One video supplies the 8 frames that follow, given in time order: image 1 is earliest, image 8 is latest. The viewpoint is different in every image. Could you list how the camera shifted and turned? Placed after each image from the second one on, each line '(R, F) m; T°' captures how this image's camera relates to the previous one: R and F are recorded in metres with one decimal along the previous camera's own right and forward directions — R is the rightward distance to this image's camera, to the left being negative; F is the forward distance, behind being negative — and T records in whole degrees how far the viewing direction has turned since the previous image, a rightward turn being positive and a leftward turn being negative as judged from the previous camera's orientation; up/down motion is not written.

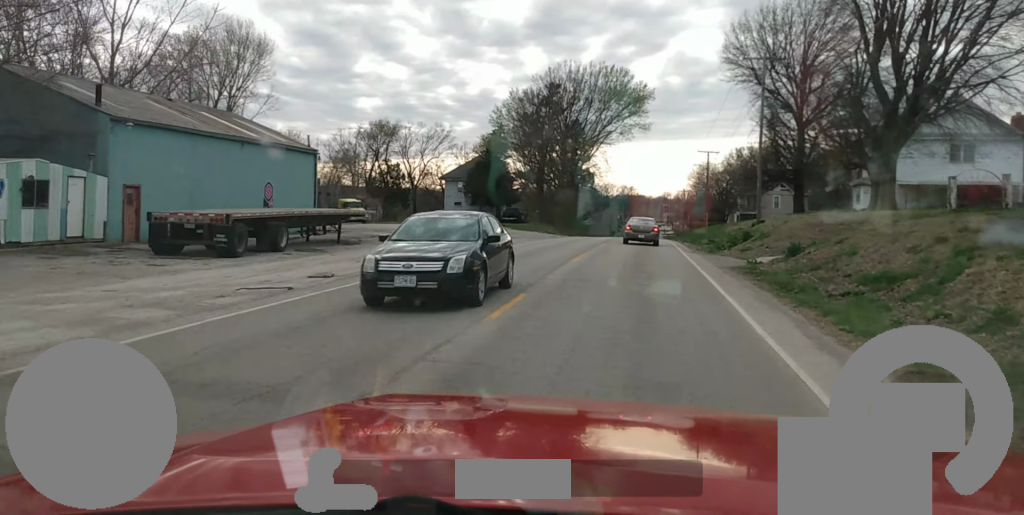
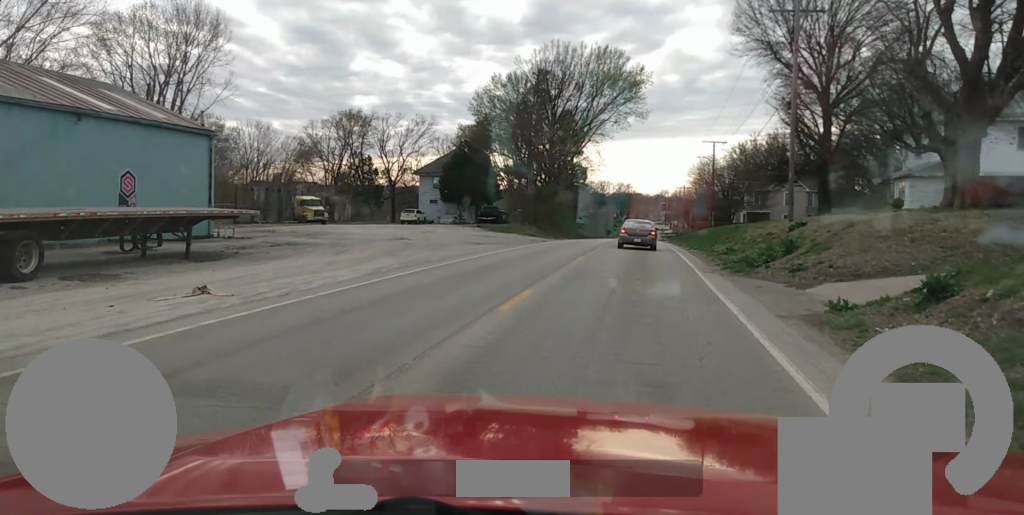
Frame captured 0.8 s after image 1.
(0.0, +10.8) m; 0°
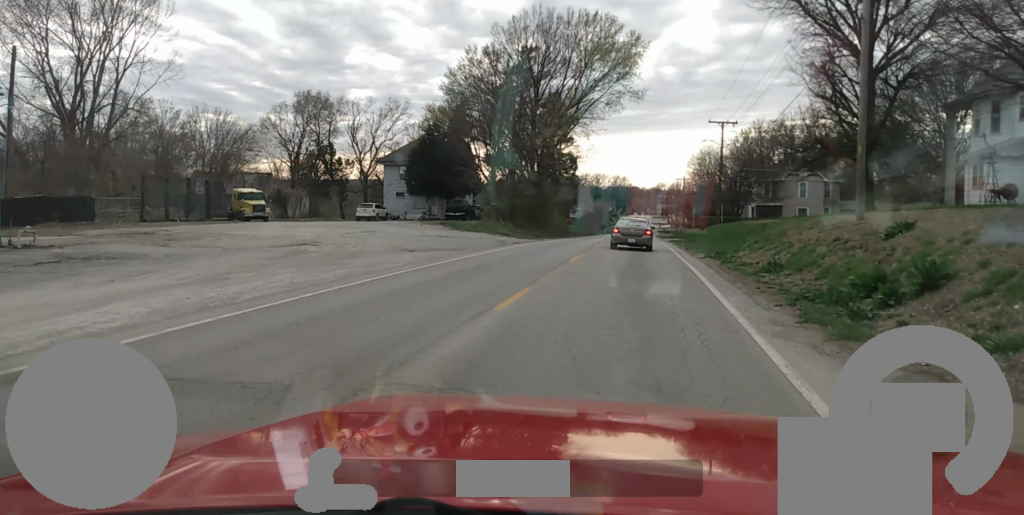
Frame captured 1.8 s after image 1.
(0.0, +12.3) m; 0°
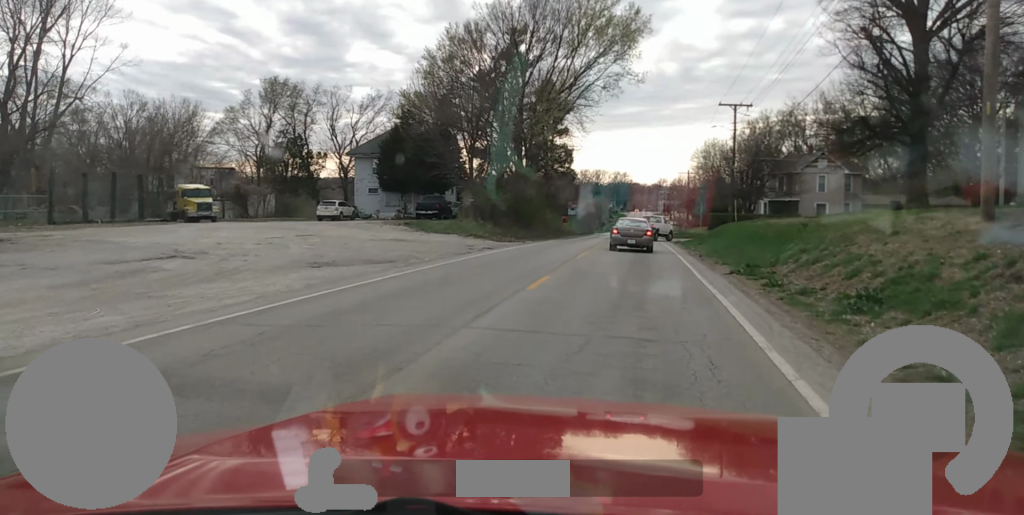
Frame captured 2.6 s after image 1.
(0.0, +10.2) m; 0°
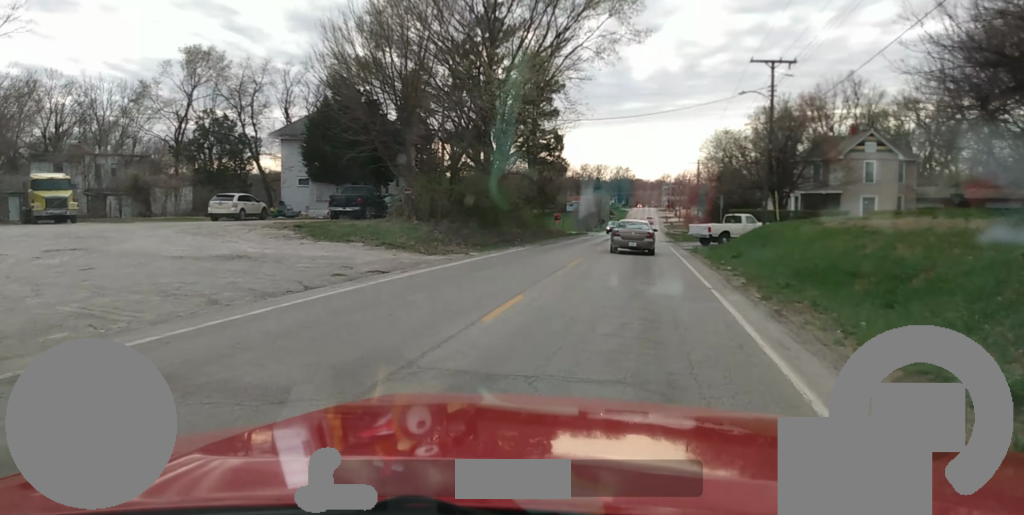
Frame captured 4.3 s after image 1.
(0.0, +19.0) m; 0°
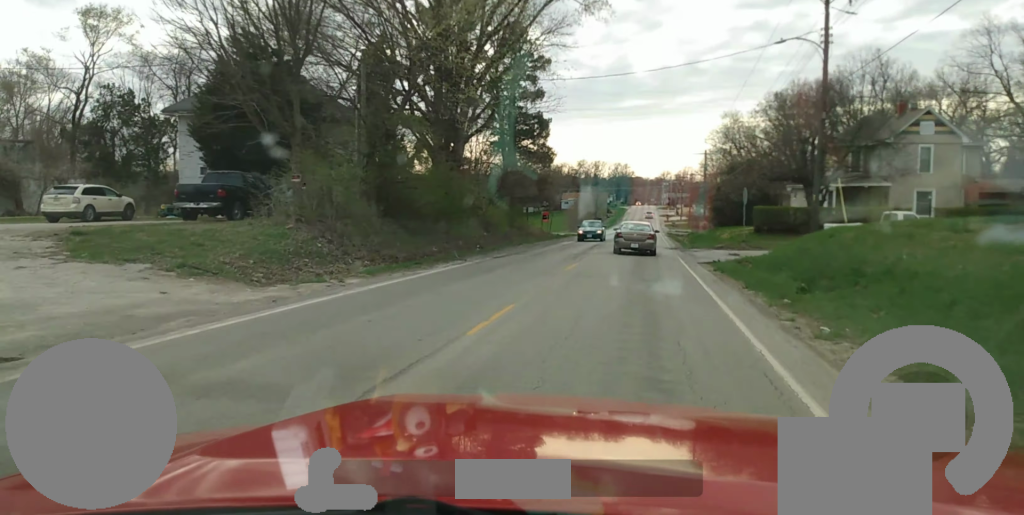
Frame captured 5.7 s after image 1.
(0.0, +15.1) m; 0°
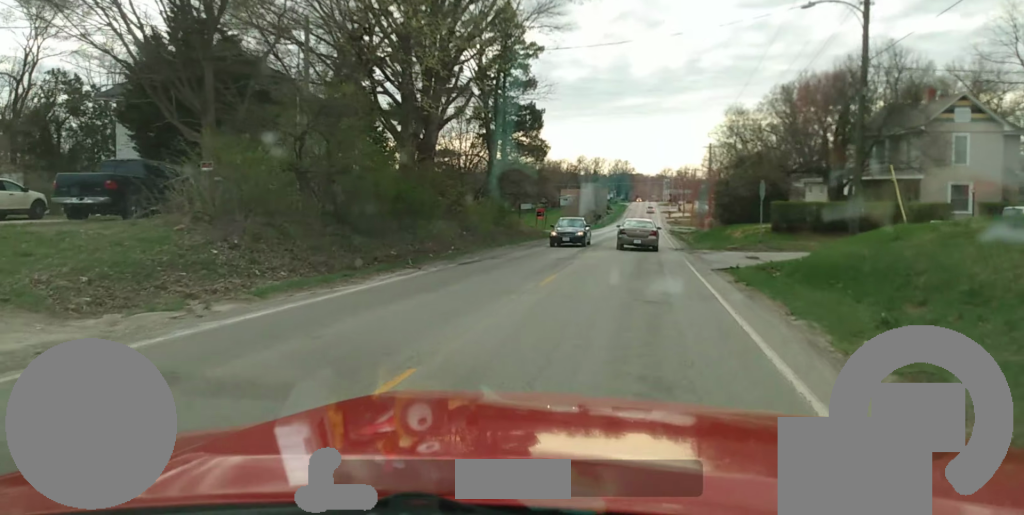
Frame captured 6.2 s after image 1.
(0.0, +6.4) m; 0°
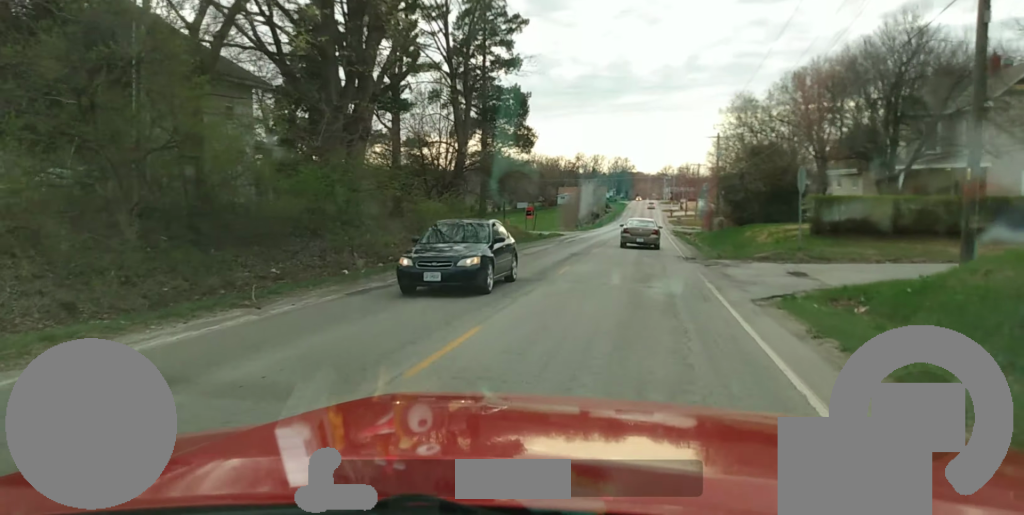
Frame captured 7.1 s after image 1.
(0.0, +9.2) m; 0°
